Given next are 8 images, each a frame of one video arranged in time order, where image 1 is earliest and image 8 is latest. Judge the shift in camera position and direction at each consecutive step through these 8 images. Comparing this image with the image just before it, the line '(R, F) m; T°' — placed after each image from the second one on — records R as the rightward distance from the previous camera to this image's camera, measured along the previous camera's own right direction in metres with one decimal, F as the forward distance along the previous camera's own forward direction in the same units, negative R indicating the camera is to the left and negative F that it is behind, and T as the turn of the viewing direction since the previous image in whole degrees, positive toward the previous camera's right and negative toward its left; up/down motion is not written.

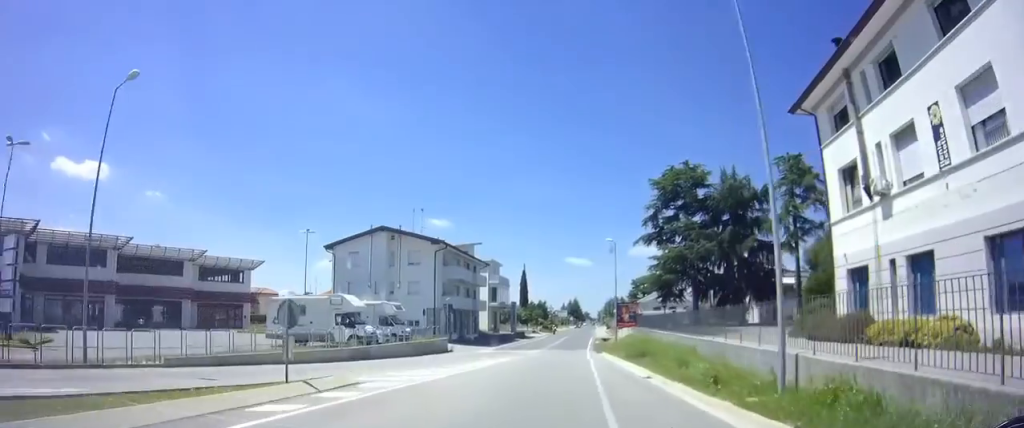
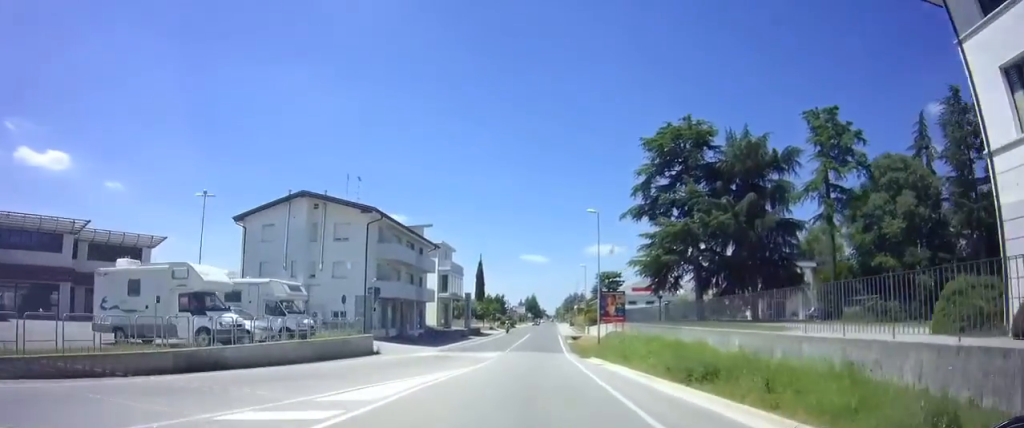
(0.0, +11.8) m; +4°
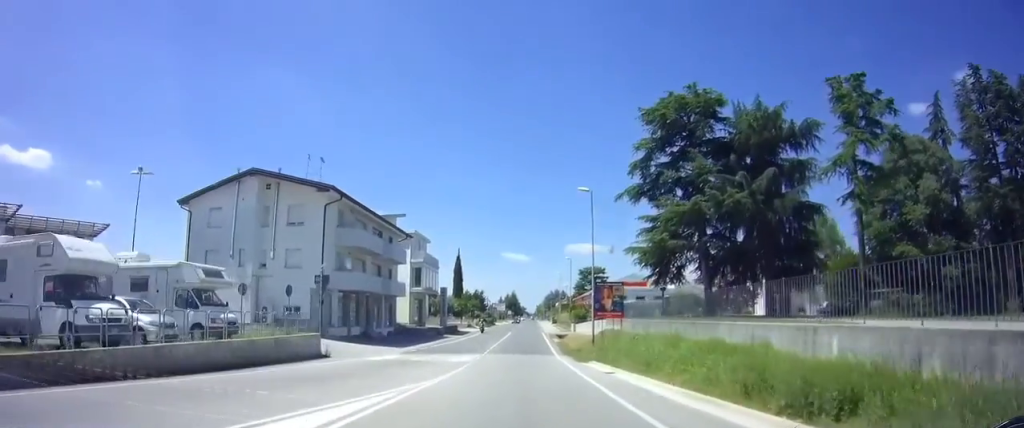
(+0.4, +5.6) m; +2°
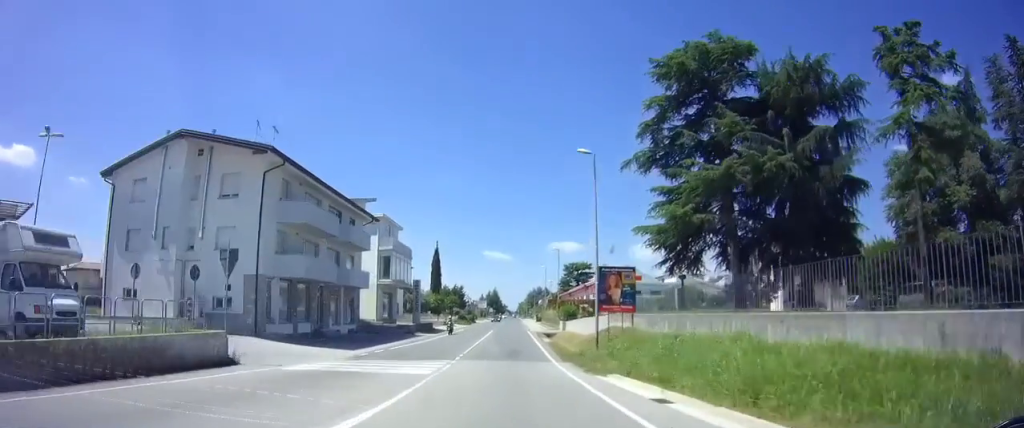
(+0.3, +7.0) m; +2°
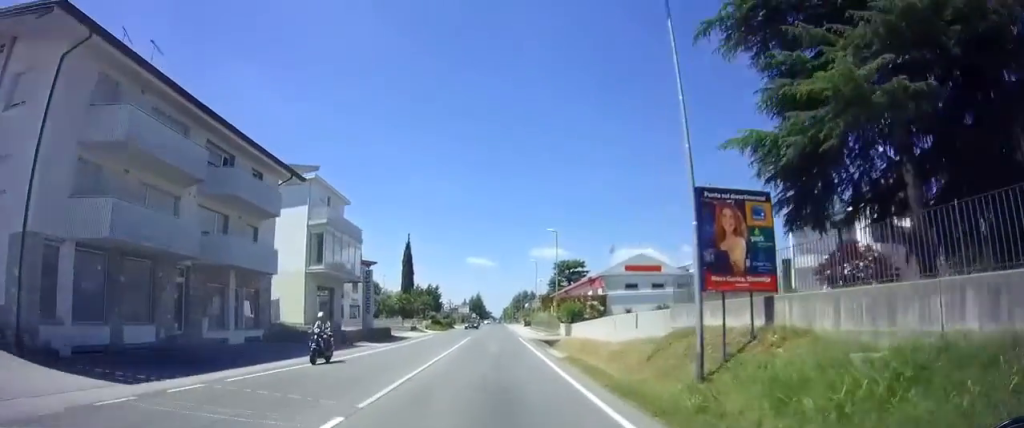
(-0.1, +15.2) m; +1°
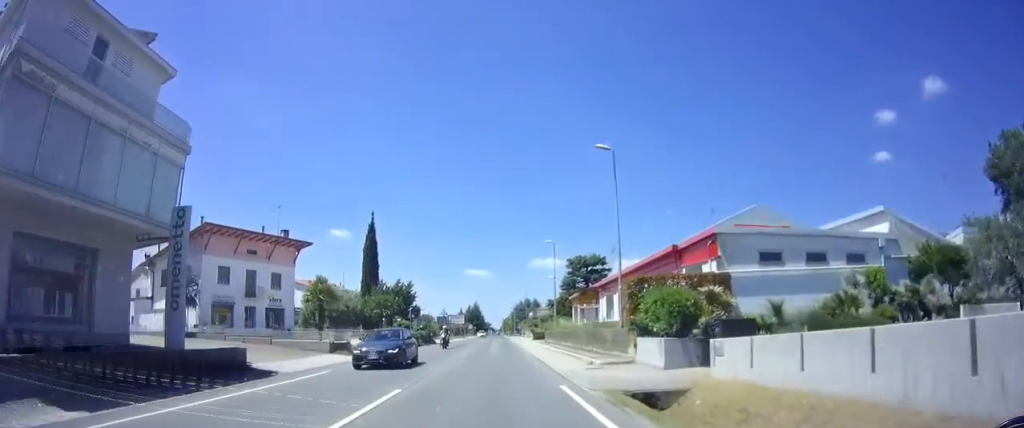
(+0.7, +27.0) m; +2°
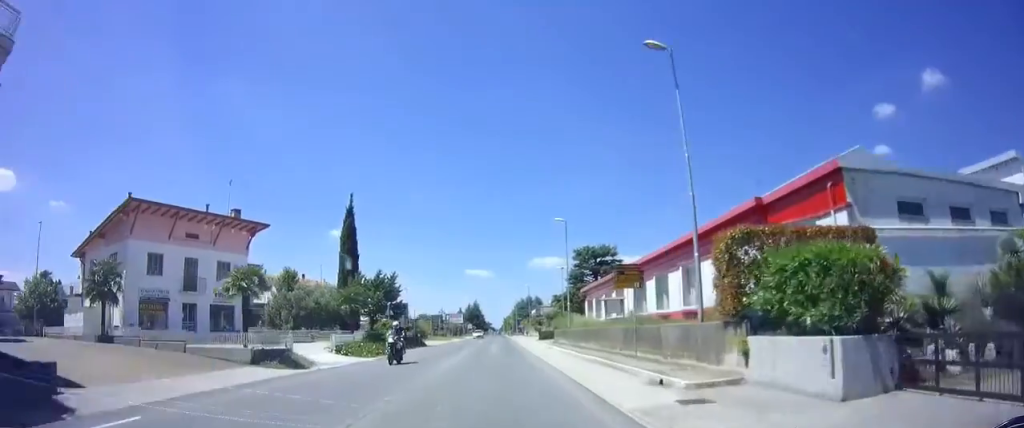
(-0.1, +9.7) m; -1°
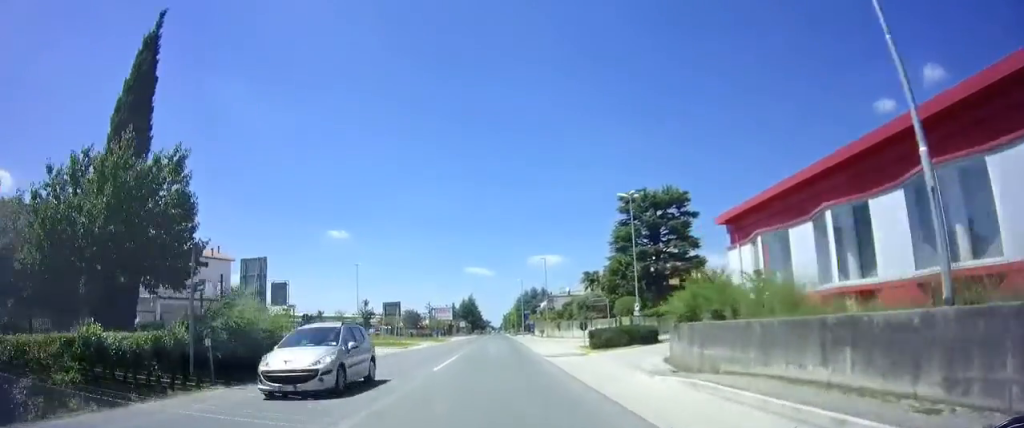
(-0.4, +37.9) m; -1°
